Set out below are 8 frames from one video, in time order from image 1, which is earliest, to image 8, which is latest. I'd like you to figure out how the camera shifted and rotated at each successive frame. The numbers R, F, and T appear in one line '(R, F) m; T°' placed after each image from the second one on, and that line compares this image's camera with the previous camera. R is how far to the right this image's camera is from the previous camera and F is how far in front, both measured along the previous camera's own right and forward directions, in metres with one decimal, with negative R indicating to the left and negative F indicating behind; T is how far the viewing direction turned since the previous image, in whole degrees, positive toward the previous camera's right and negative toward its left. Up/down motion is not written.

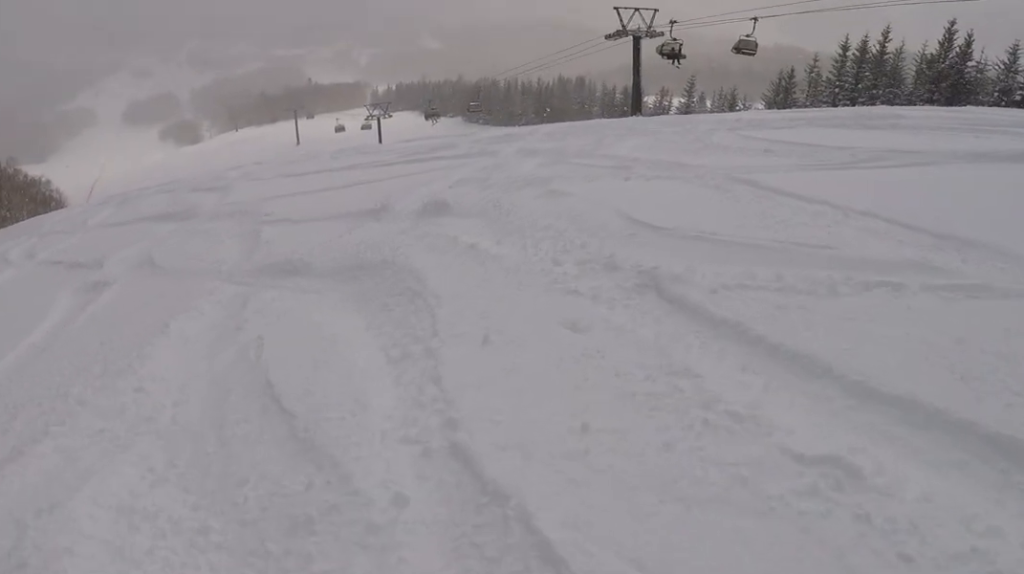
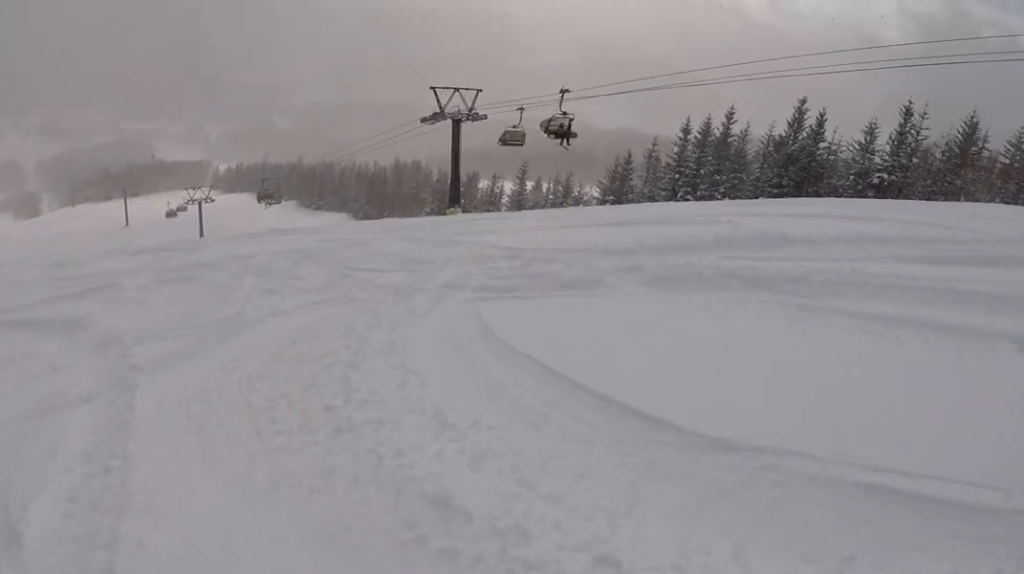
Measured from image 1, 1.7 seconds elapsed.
(-0.1, +8.3) m; +2°
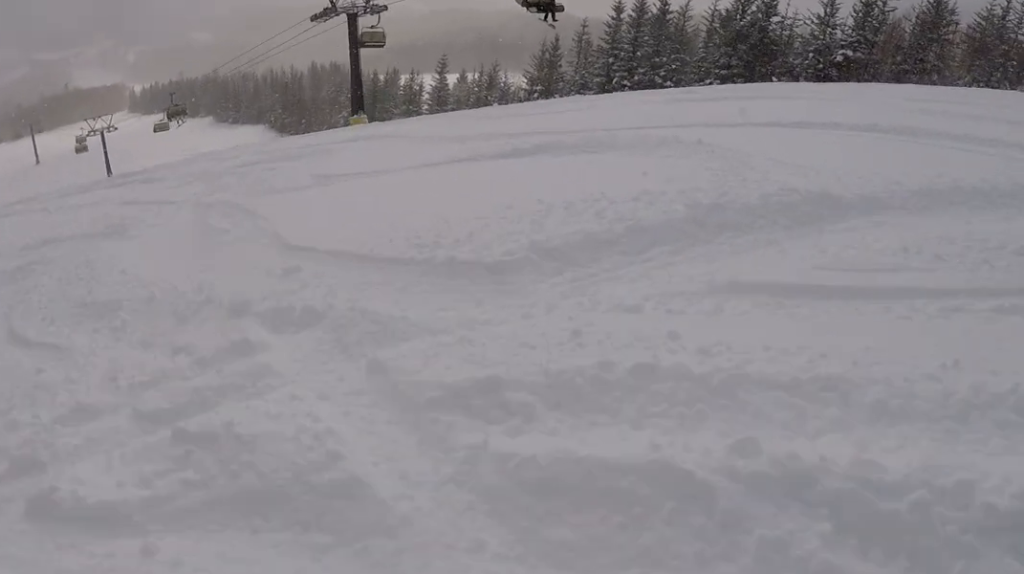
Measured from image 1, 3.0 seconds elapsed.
(+0.8, +6.0) m; +4°
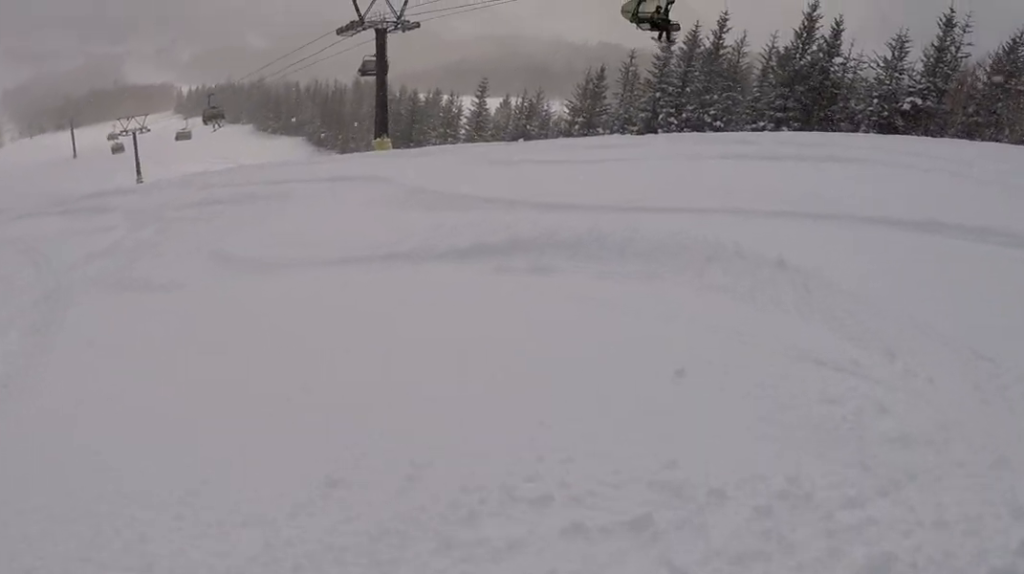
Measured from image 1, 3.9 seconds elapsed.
(-0.2, +4.2) m; -13°
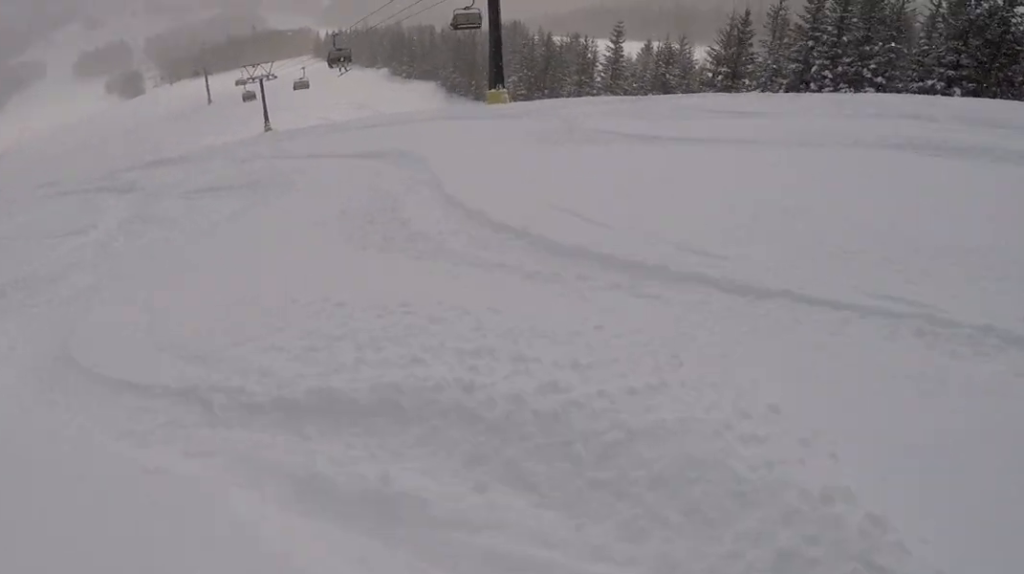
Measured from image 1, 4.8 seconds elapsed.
(-0.8, +4.1) m; -18°
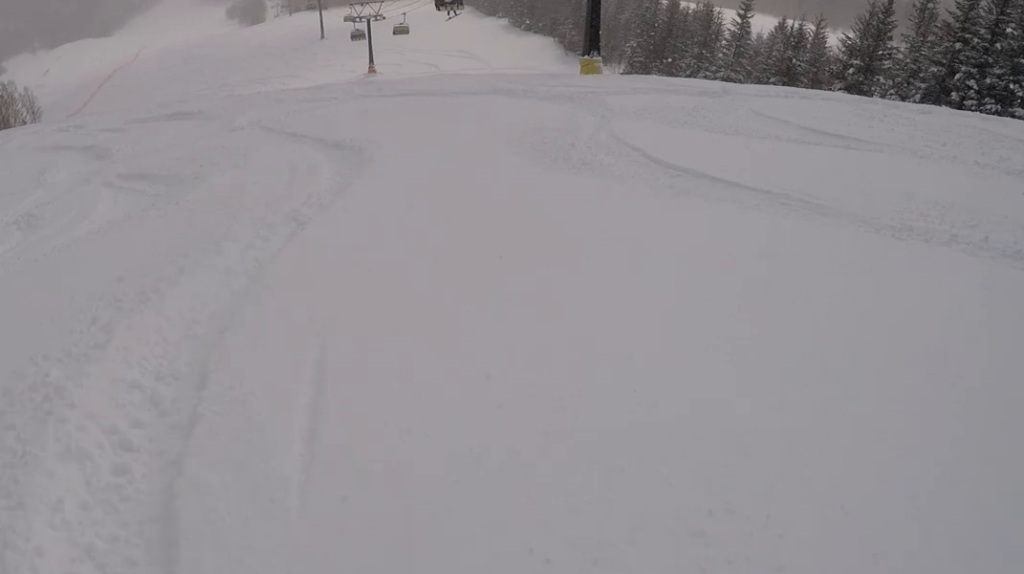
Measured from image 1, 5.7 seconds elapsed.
(-0.5, +4.7) m; -17°
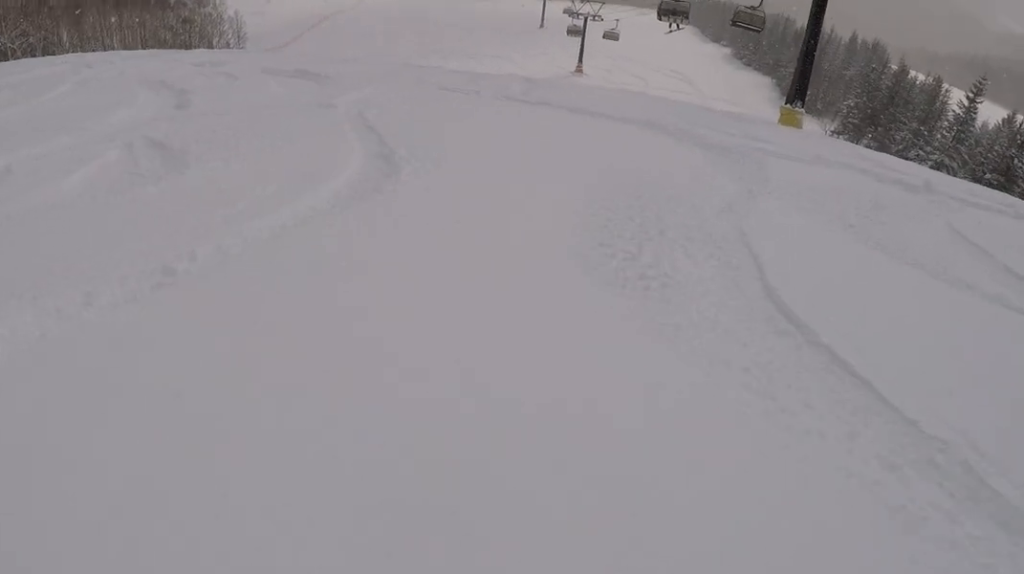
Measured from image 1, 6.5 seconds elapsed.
(-0.5, +4.0) m; -19°
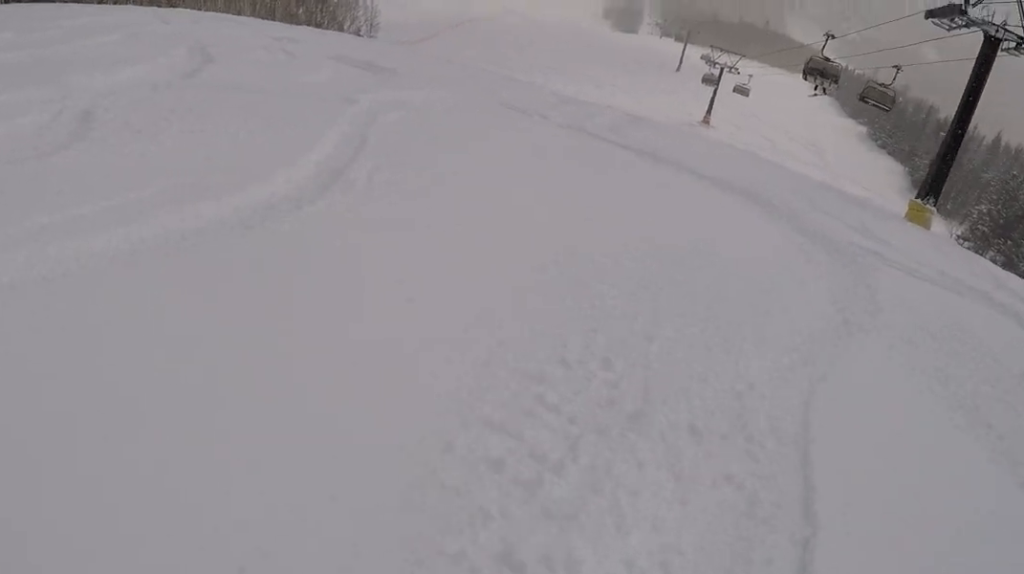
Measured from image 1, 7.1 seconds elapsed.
(-0.7, +3.2) m; -17°
